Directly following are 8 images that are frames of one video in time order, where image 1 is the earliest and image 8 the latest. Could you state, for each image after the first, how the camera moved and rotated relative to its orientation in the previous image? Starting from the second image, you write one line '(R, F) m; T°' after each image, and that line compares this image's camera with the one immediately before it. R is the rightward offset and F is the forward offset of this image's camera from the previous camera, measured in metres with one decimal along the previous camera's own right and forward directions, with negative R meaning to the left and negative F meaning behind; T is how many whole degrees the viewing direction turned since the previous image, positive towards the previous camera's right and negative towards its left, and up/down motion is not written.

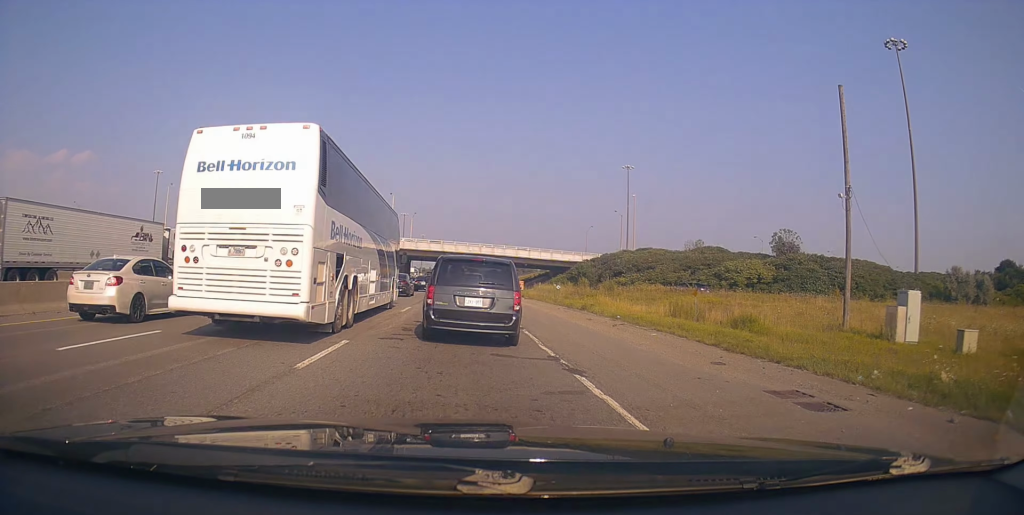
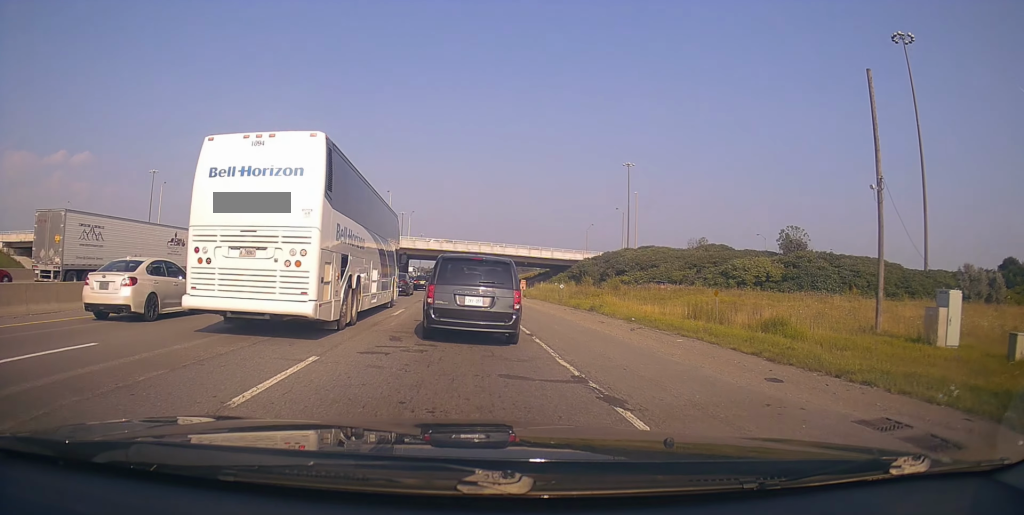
(0.0, +2.2) m; 0°
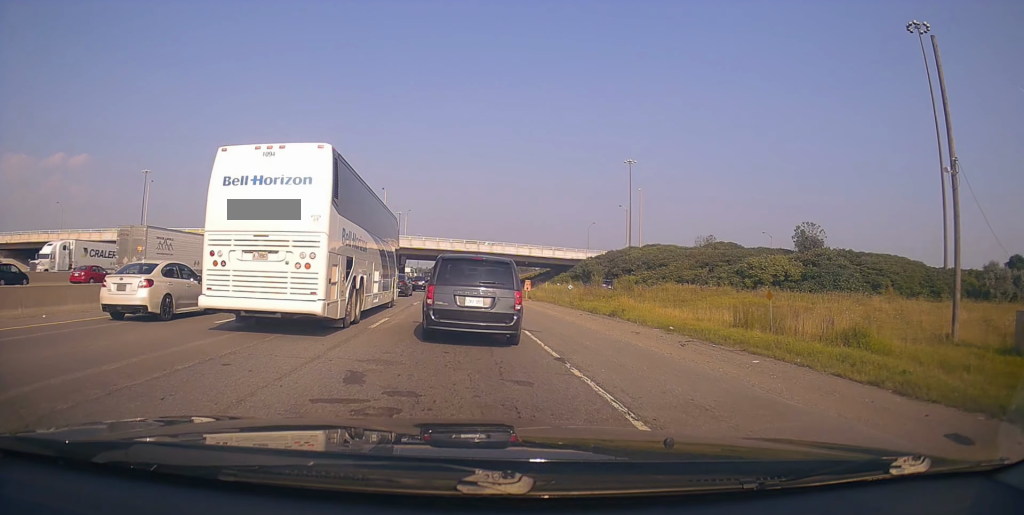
(0.0, +4.1) m; 0°
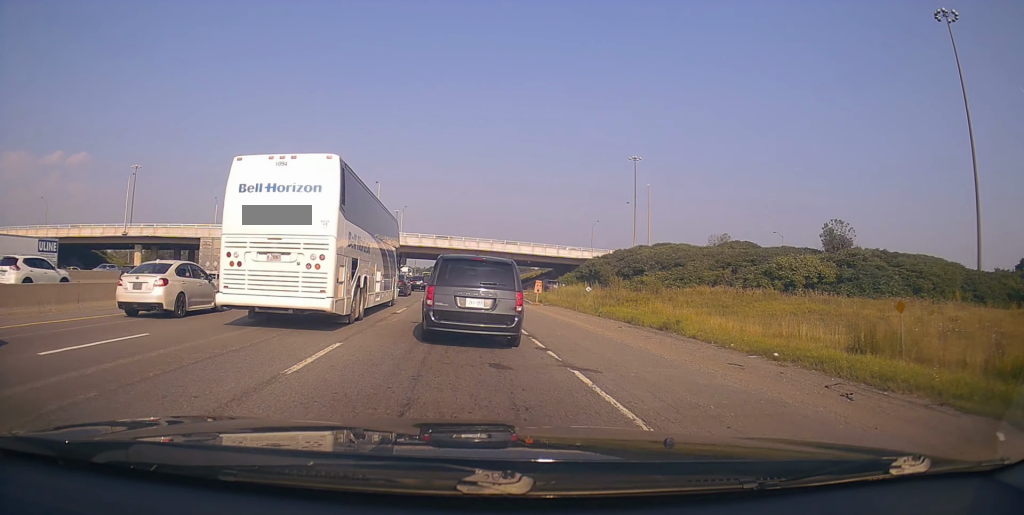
(0.0, +6.3) m; 0°
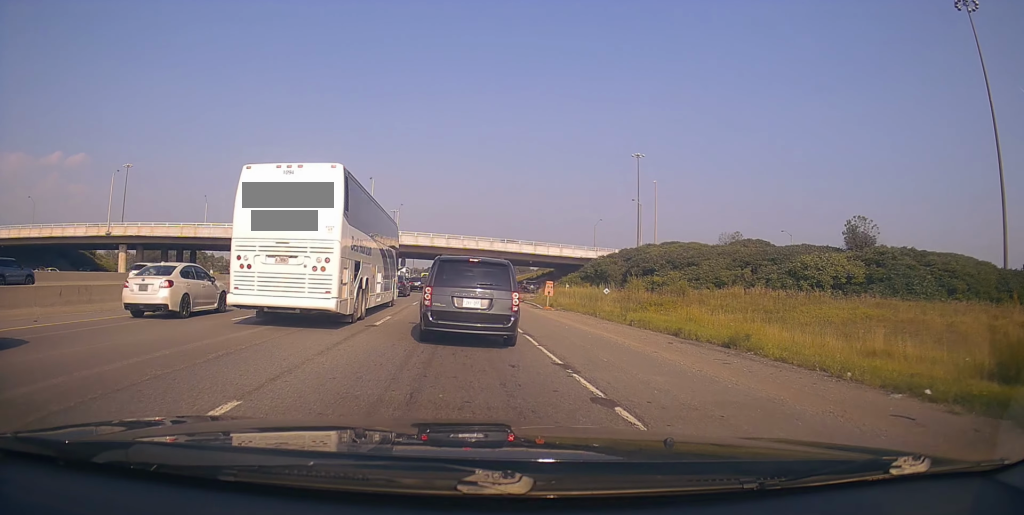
(0.0, +4.8) m; 0°
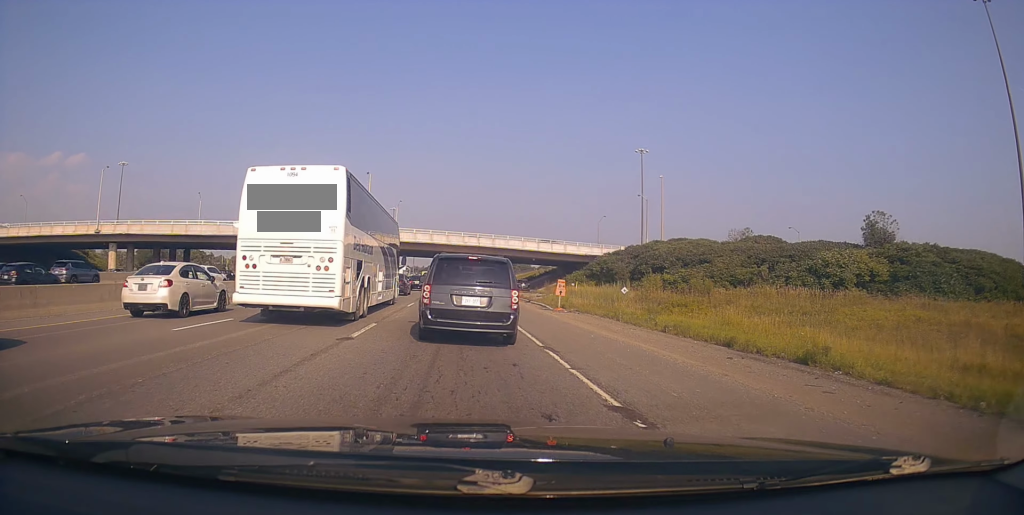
(0.0, +3.2) m; 0°
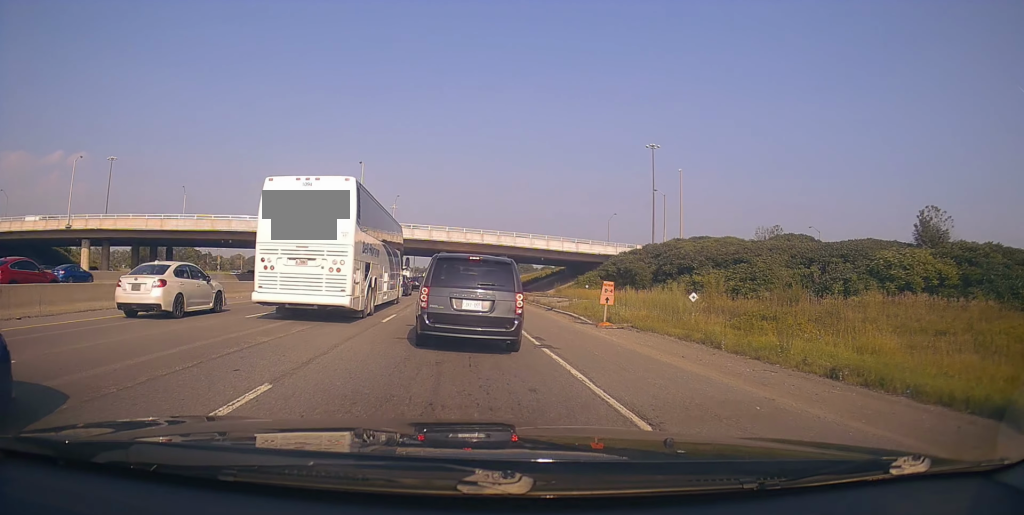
(0.0, +8.1) m; 0°
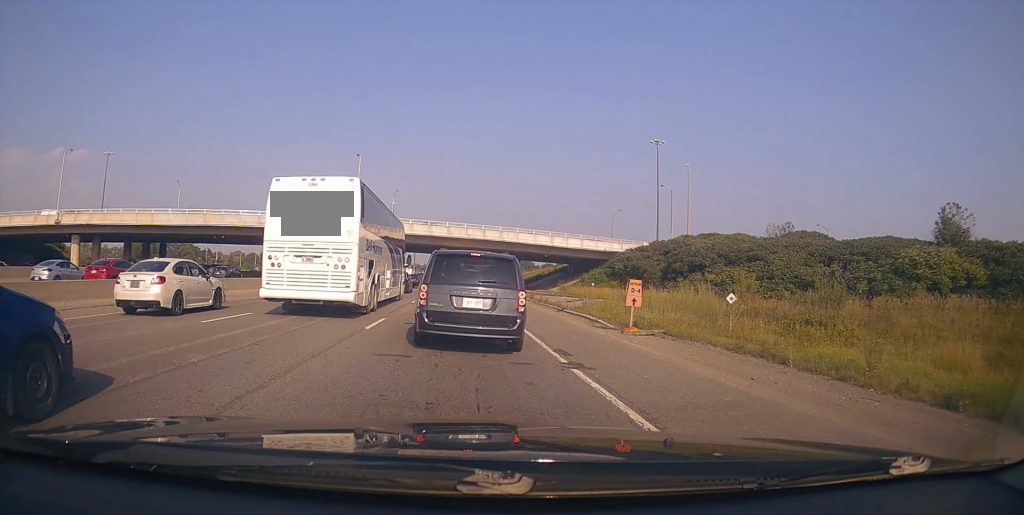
(0.0, +3.0) m; 0°
